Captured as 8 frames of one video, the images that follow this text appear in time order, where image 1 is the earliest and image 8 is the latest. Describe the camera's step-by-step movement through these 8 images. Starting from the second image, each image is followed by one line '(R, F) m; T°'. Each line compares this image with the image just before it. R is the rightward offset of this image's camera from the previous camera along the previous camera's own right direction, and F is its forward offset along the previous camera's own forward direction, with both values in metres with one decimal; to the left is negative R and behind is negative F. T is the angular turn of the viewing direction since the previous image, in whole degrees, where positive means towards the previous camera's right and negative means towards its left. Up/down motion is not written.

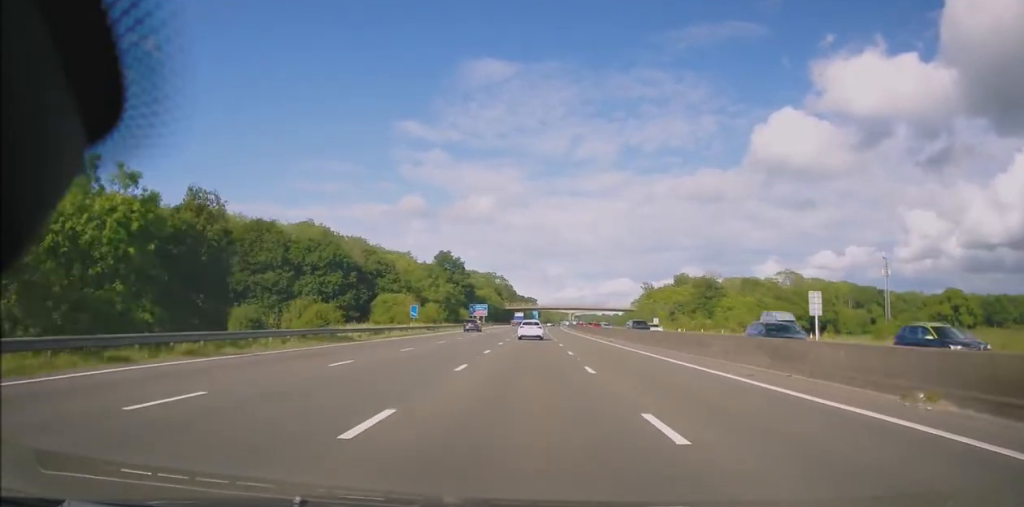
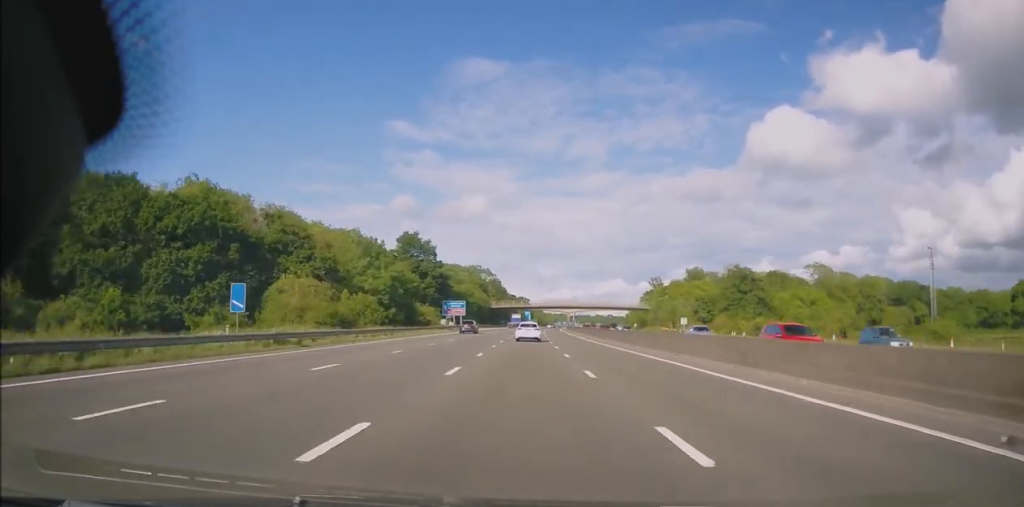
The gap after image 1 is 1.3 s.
(+0.2, +37.3) m; +1°
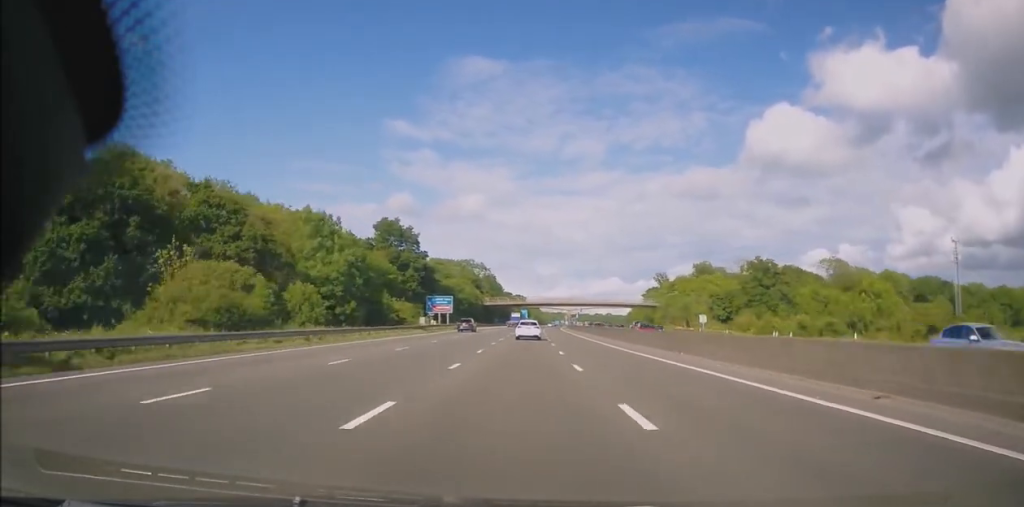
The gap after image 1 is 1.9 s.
(+0.2, +16.3) m; +1°
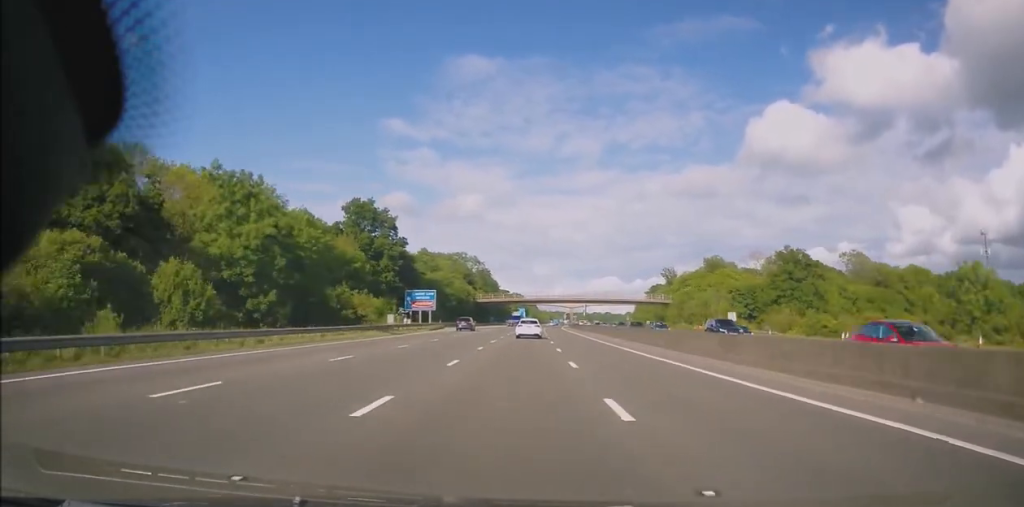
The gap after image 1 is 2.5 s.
(+0.2, +17.2) m; +1°
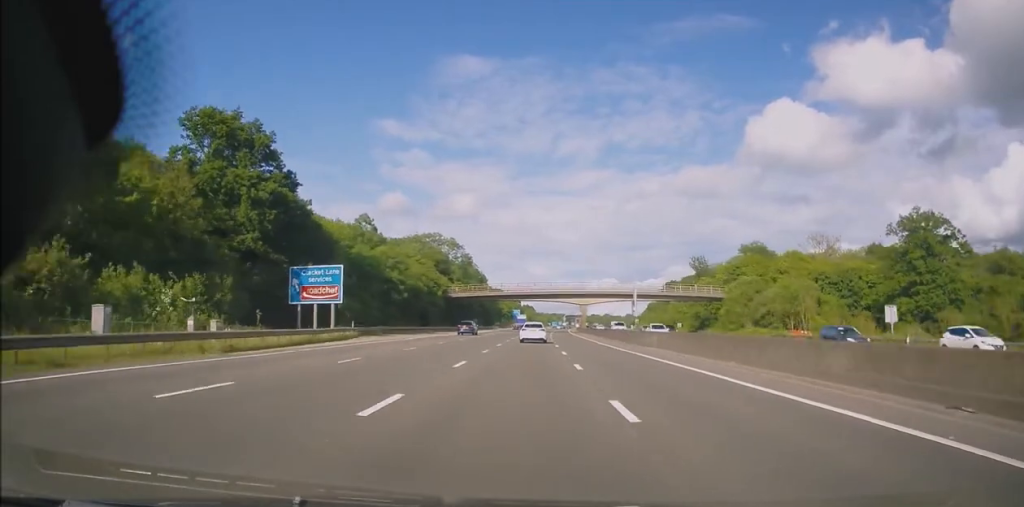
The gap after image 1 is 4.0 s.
(+0.1, +45.1) m; 0°
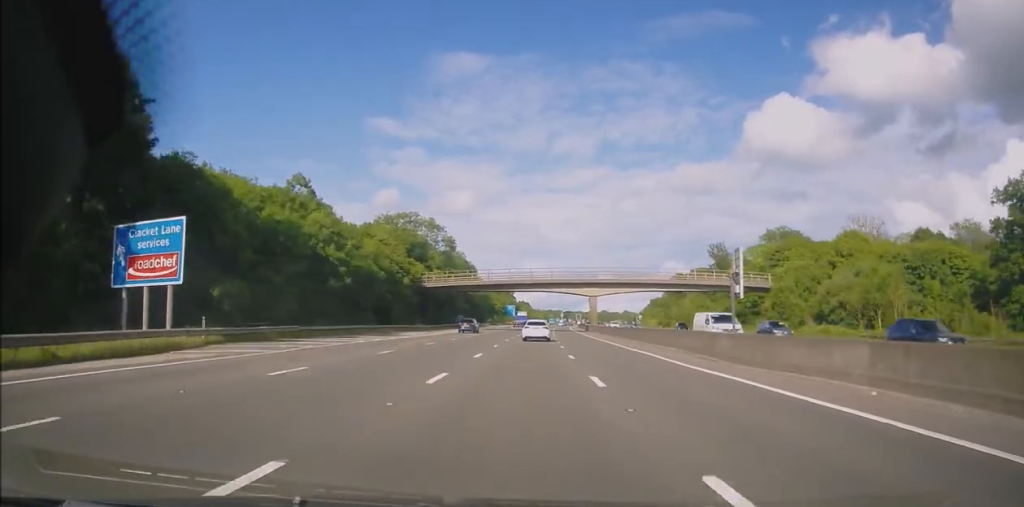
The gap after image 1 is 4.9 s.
(0.0, +24.0) m; 0°
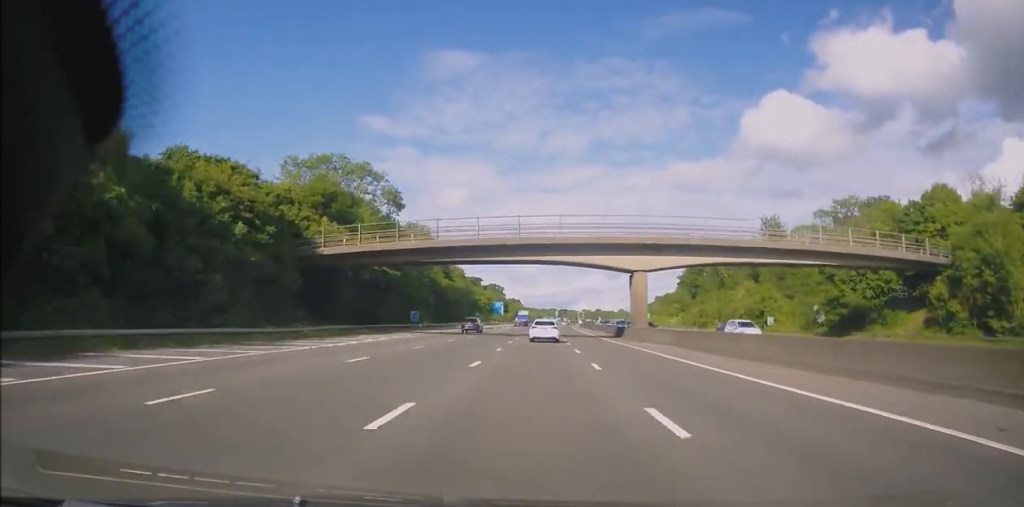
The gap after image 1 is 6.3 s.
(0.0, +40.5) m; 0°
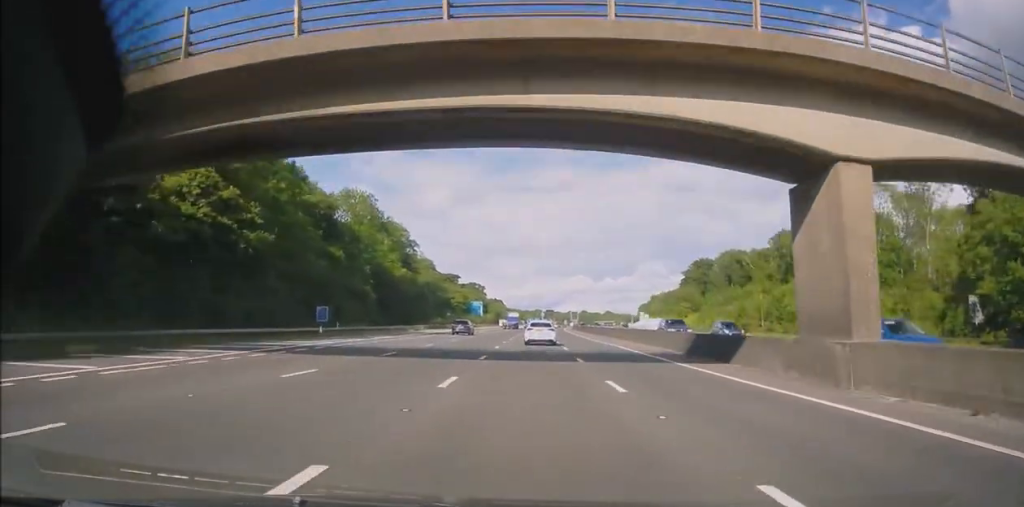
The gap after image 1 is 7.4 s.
(+0.2, +31.9) m; +2°
